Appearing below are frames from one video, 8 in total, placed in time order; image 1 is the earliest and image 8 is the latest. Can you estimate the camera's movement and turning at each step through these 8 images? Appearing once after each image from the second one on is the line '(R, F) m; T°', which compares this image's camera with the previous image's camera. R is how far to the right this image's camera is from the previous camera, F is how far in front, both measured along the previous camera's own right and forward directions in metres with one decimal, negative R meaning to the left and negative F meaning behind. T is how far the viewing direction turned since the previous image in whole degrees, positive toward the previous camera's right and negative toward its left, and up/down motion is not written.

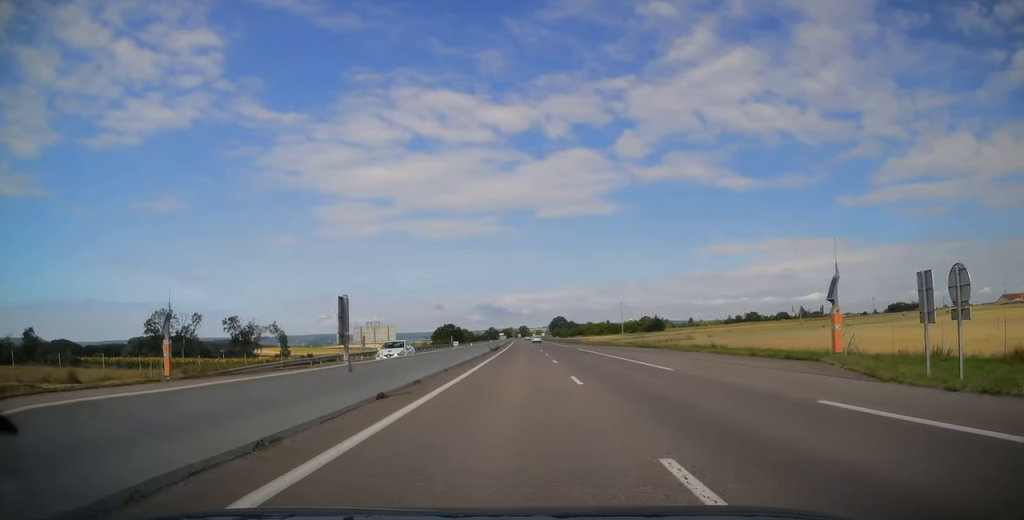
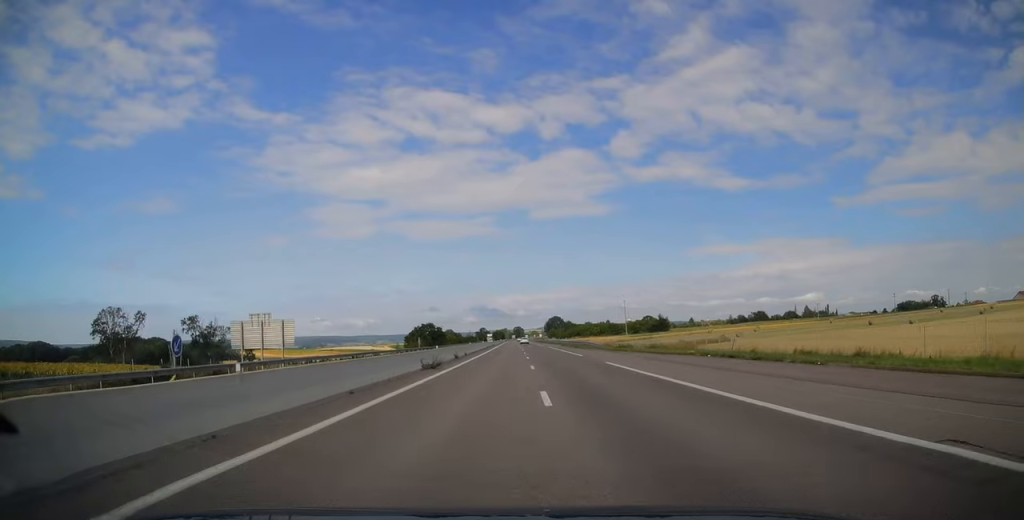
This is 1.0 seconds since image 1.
(-0.3, +30.7) m; -1°
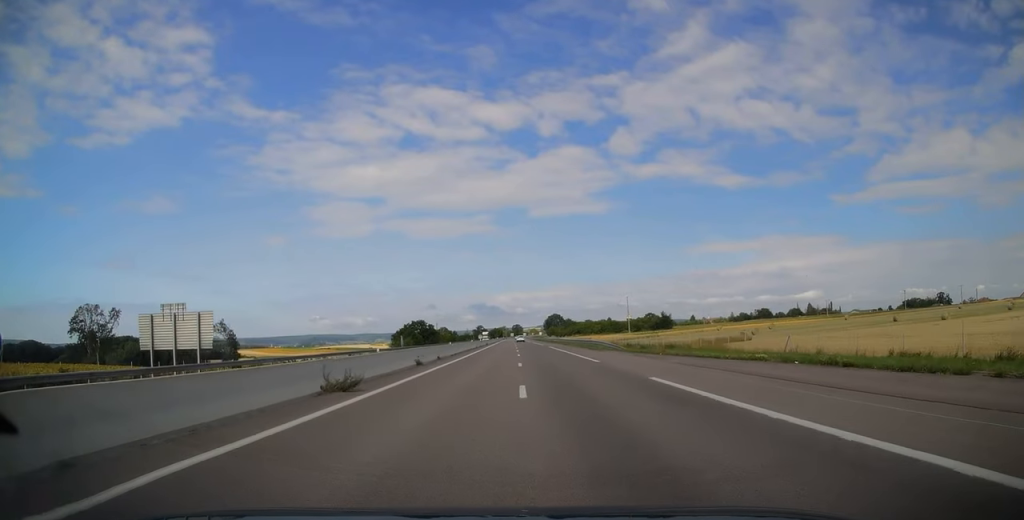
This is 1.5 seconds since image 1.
(0.0, +12.2) m; 0°
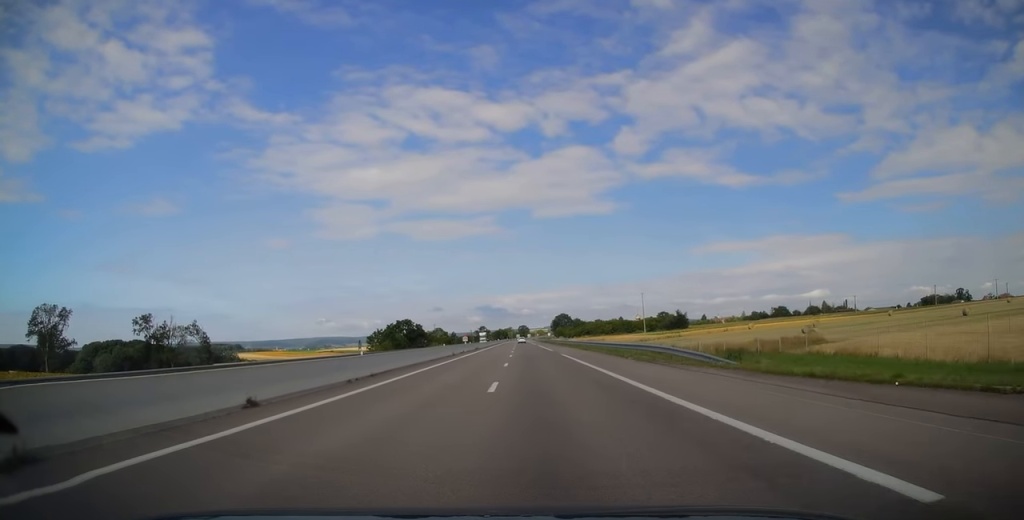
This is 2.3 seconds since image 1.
(0.0, +24.4) m; -1°
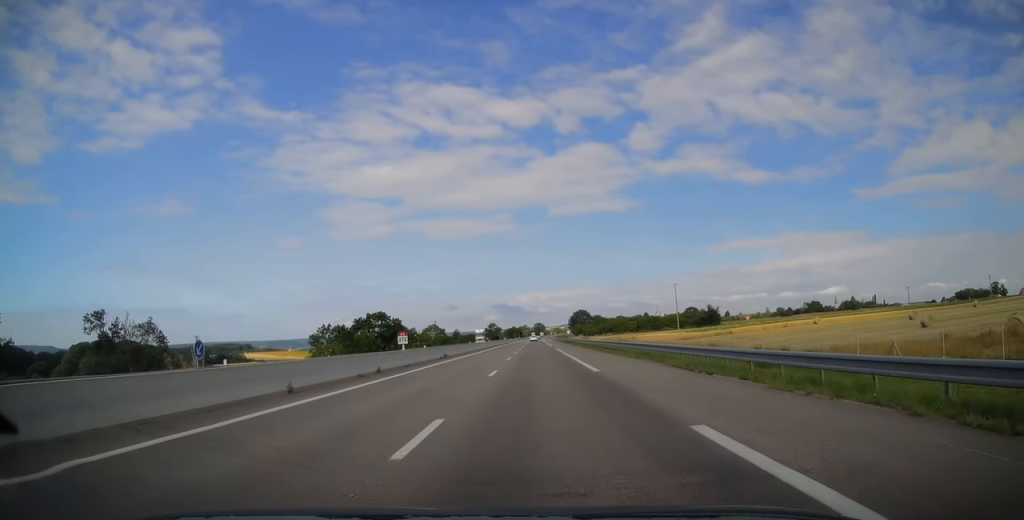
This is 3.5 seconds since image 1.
(-0.4, +35.2) m; -1°
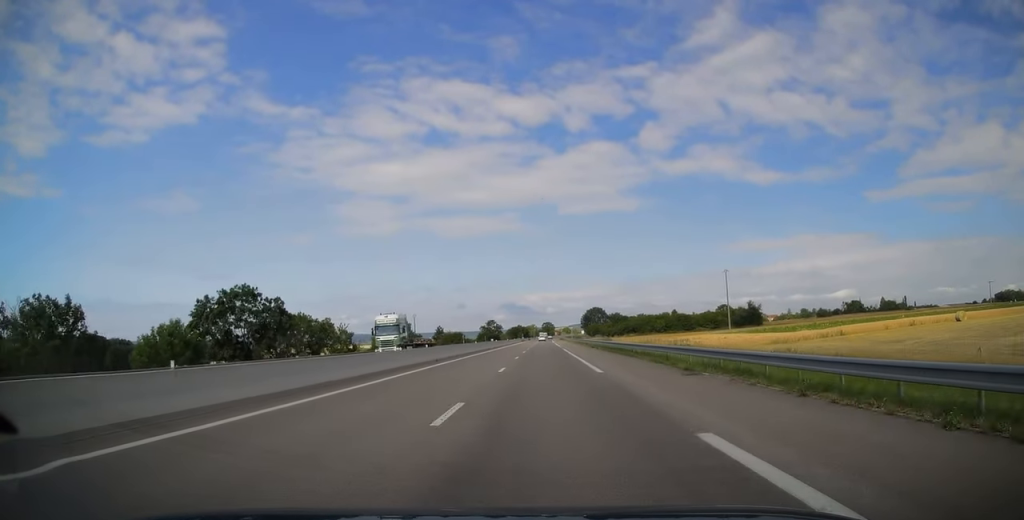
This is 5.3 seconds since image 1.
(-0.2, +52.5) m; 0°
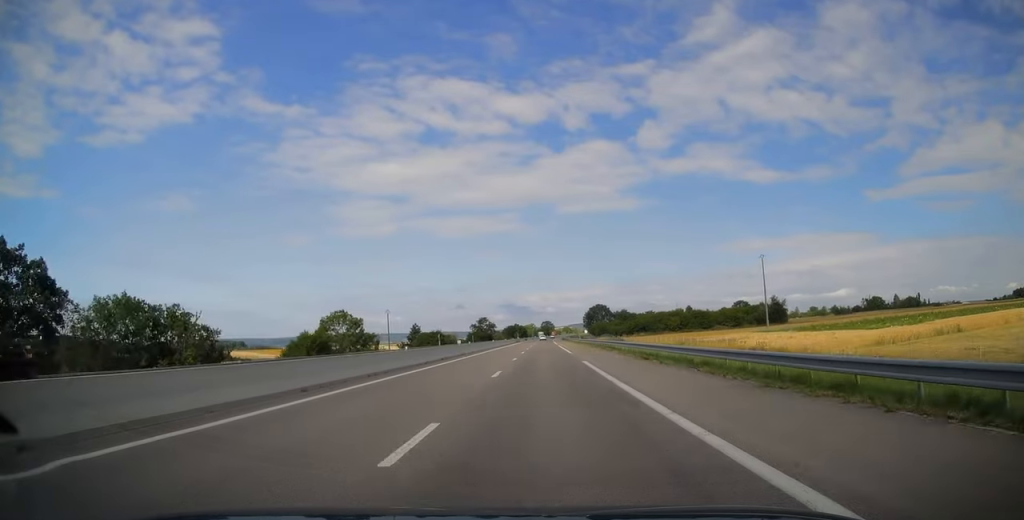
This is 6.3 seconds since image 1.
(0.0, +30.4) m; 0°
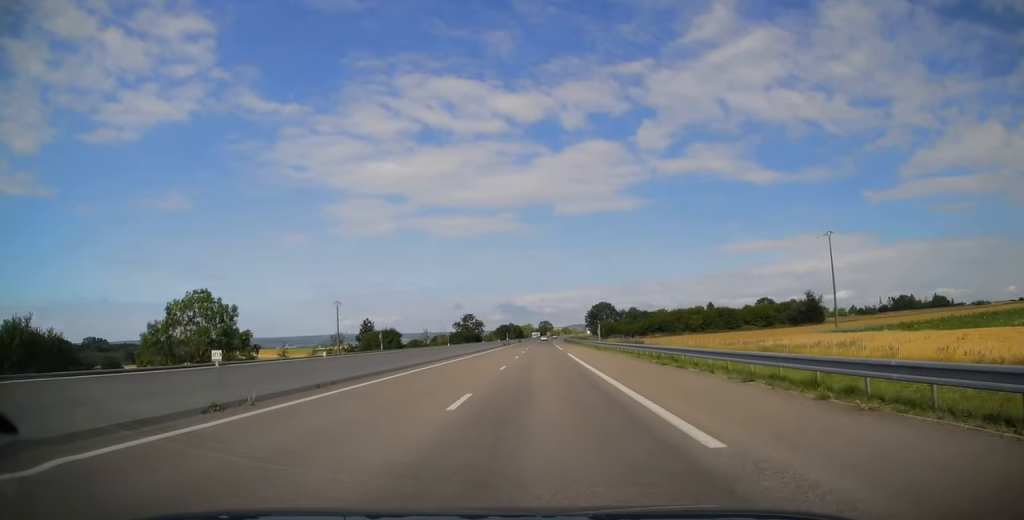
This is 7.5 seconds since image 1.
(0.0, +36.2) m; +1°
